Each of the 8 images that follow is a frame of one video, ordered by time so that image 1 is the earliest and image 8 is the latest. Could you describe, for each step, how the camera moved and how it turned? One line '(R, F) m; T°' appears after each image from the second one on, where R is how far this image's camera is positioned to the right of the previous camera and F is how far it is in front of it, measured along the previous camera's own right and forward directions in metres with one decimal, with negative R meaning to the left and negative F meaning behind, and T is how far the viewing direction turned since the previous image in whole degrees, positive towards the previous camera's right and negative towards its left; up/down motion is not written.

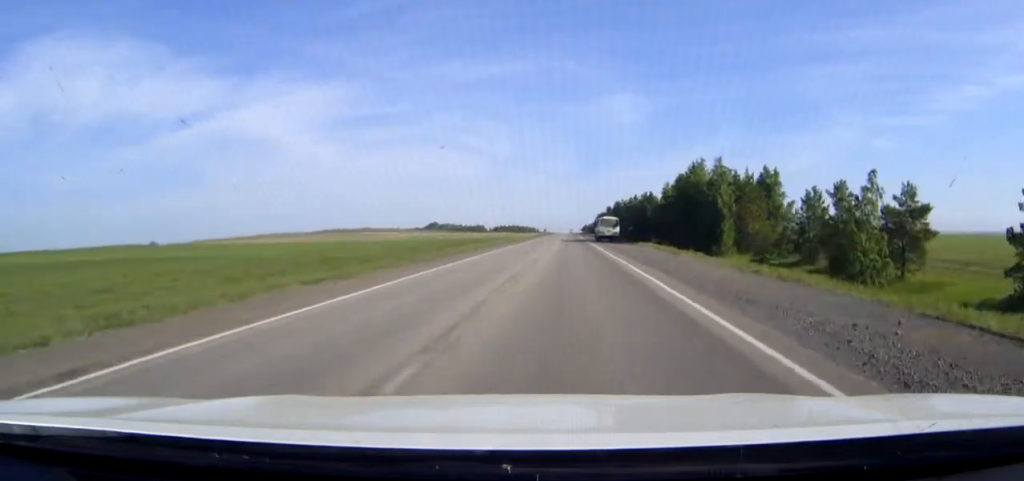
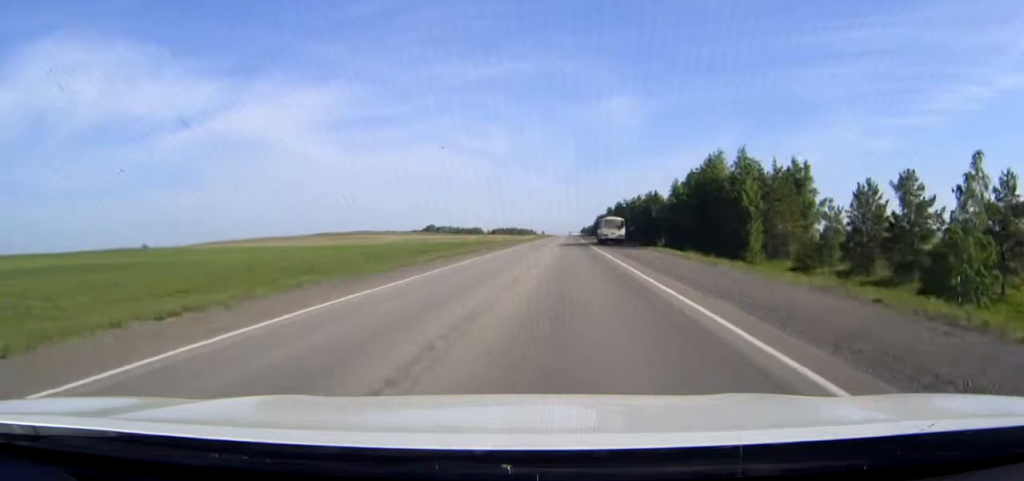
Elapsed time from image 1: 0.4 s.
(0.0, +10.2) m; 0°
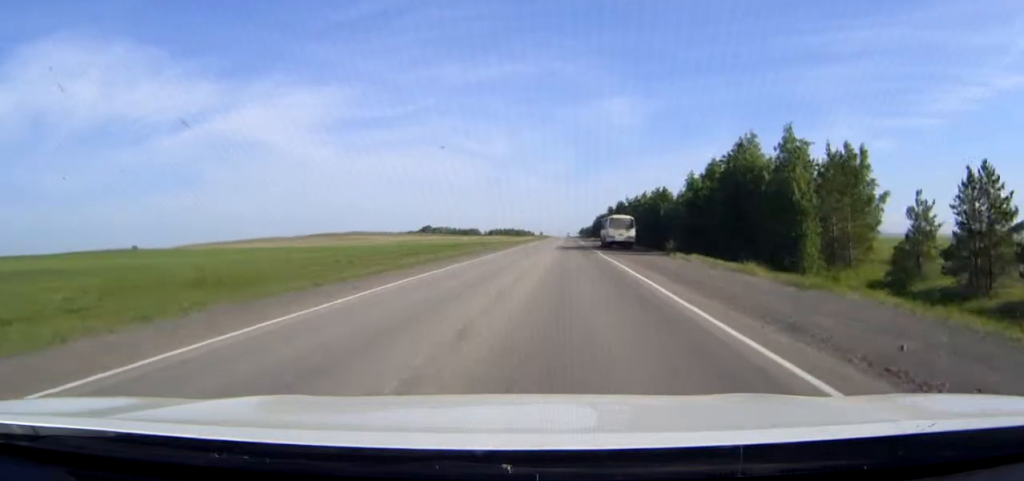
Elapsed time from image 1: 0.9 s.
(0.0, +13.7) m; 0°
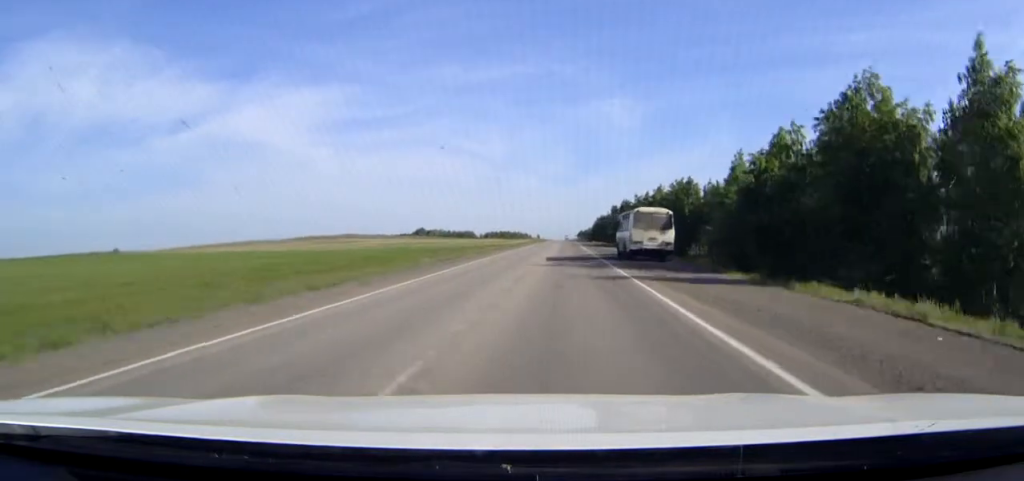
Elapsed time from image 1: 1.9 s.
(0.0, +24.8) m; 0°
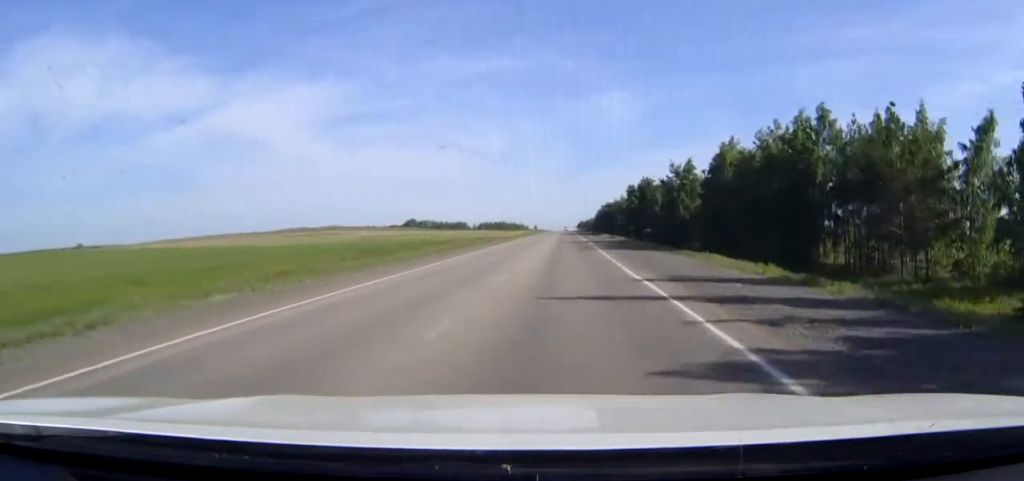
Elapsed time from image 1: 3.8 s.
(+0.1, +47.9) m; 0°
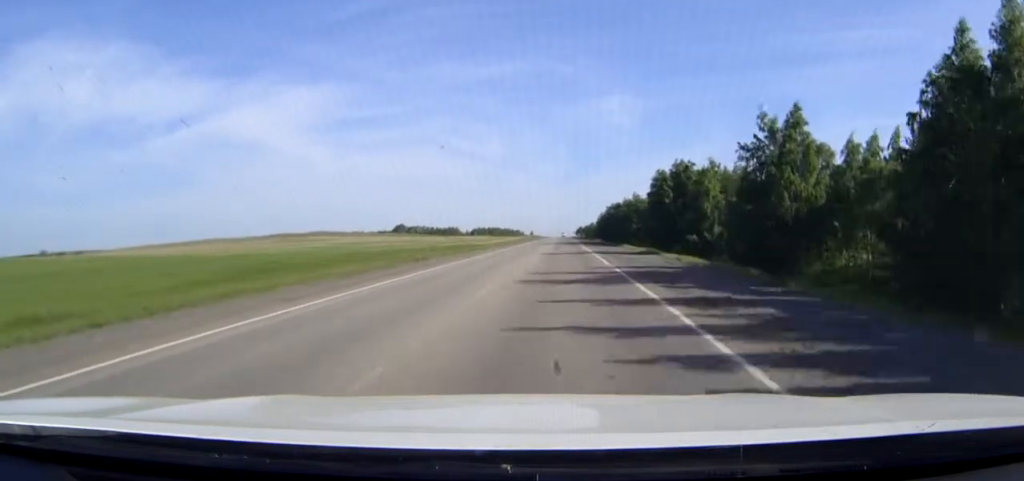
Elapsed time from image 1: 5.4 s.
(0.0, +42.8) m; 0°
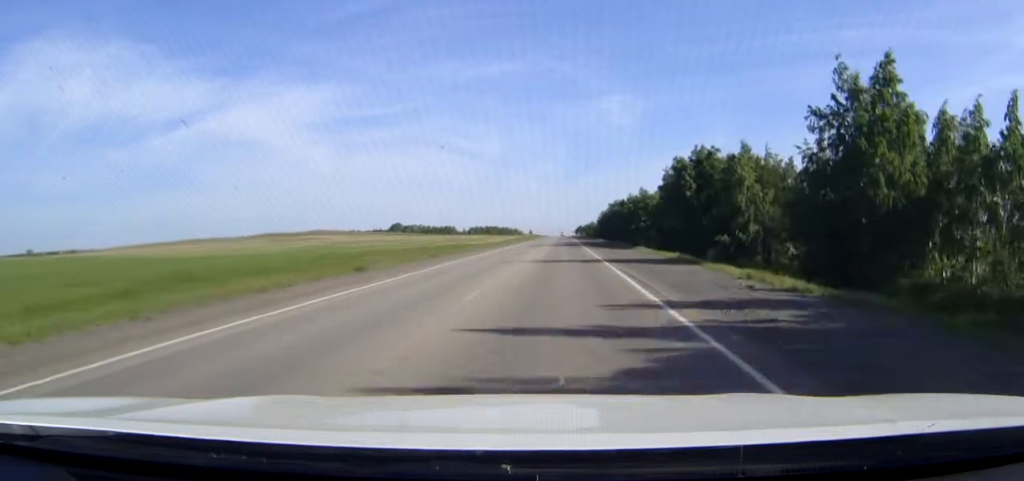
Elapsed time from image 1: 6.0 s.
(0.0, +14.5) m; 0°
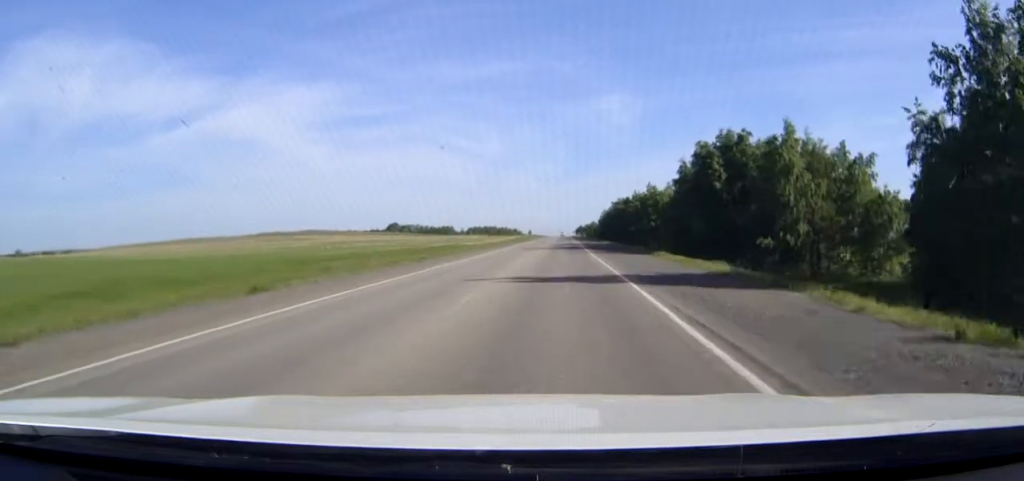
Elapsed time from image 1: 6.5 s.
(0.0, +12.8) m; 0°
